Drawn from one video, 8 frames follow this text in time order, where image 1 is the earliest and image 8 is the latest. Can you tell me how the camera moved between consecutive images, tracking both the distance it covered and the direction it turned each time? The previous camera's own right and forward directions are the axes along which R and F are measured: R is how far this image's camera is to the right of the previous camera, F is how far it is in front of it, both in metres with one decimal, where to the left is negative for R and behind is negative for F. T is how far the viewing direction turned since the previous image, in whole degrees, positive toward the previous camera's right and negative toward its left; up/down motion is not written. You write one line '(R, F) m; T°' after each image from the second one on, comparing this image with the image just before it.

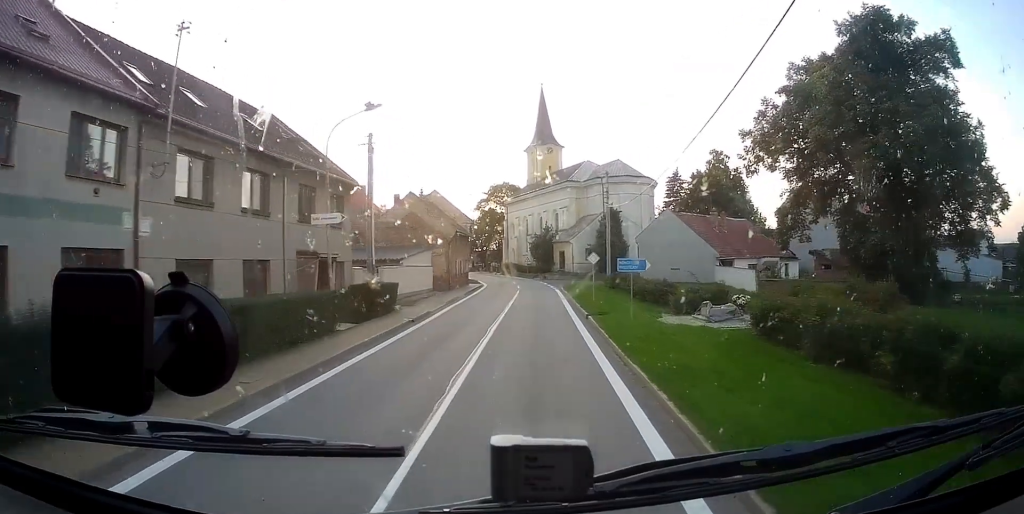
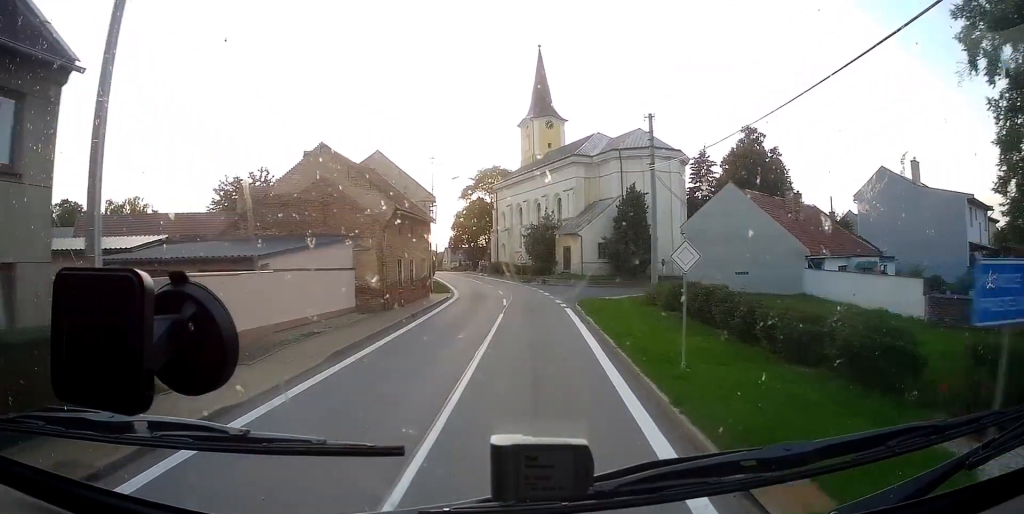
(0.0, +19.4) m; -2°
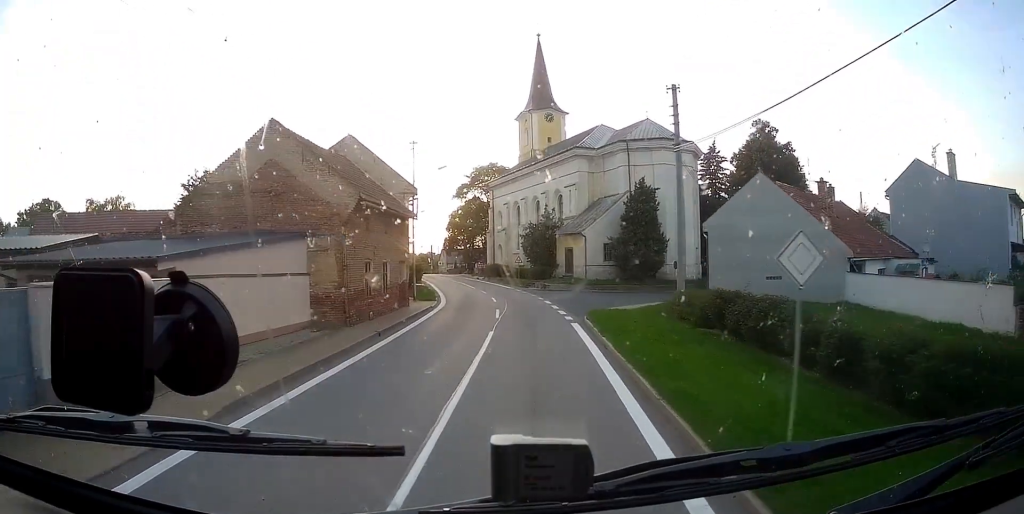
(-0.1, +5.5) m; 0°
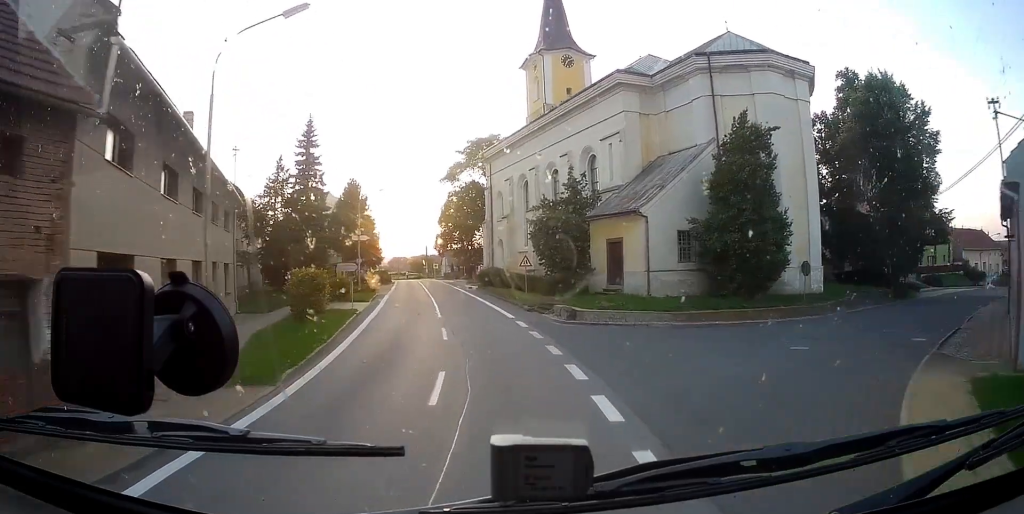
(+0.3, +24.0) m; 0°
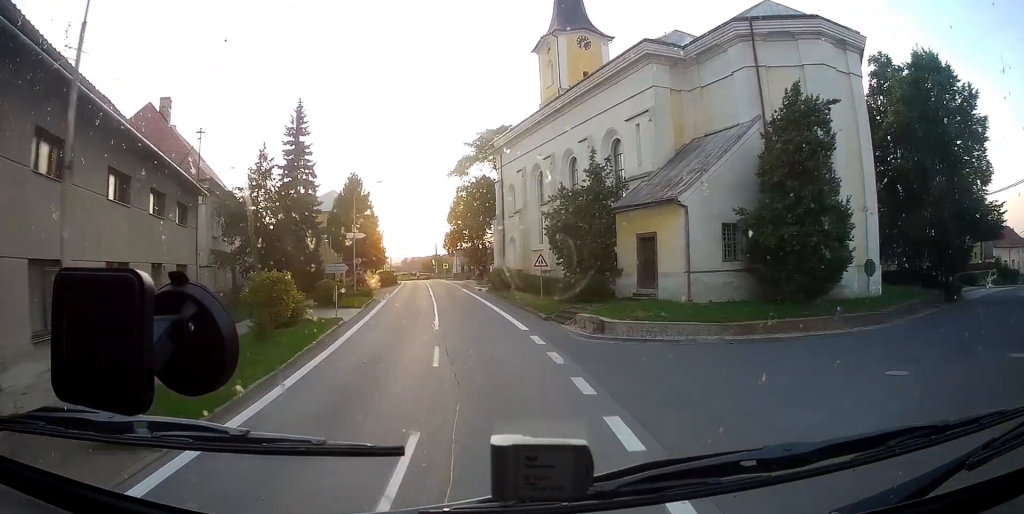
(+0.2, +4.9) m; -2°
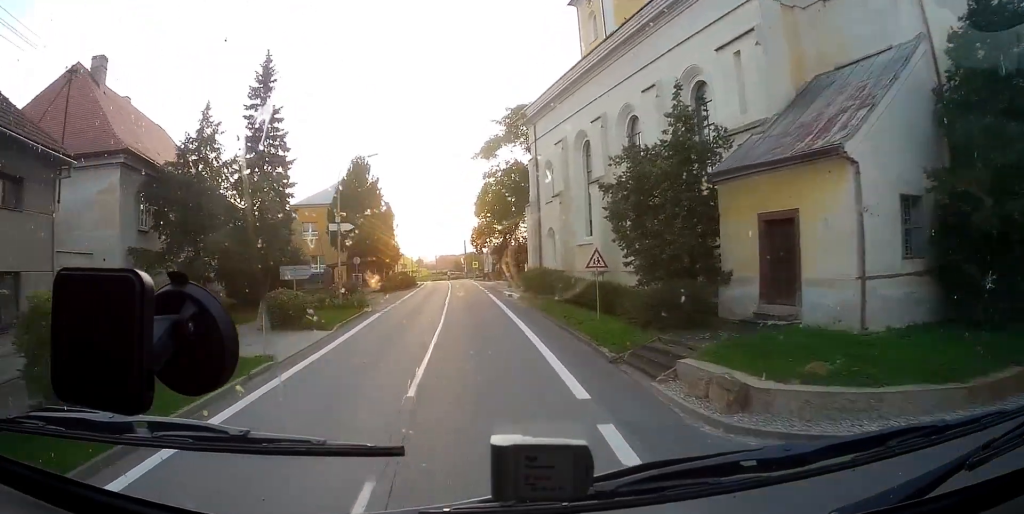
(-0.8, +10.5) m; -3°
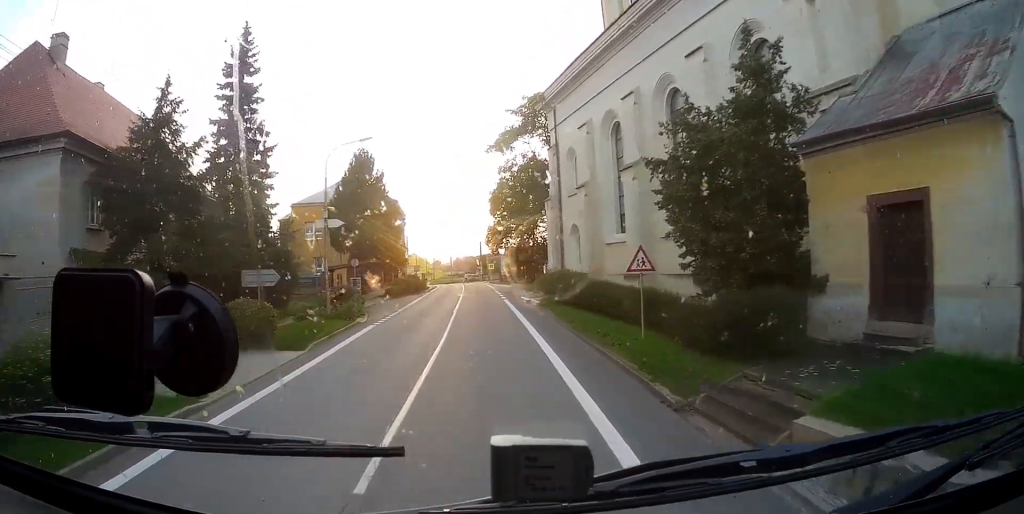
(0.0, +4.8) m; 0°
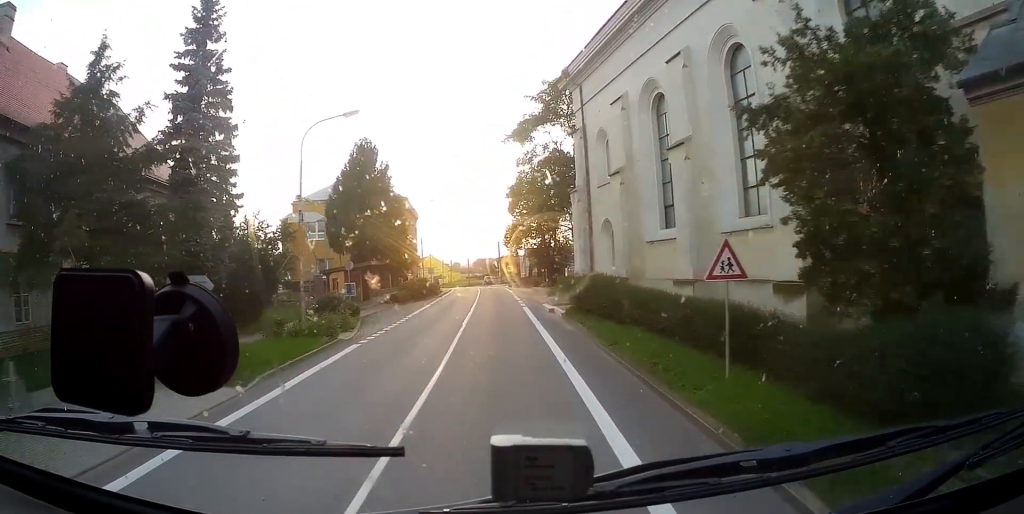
(+0.2, +5.2) m; 0°
